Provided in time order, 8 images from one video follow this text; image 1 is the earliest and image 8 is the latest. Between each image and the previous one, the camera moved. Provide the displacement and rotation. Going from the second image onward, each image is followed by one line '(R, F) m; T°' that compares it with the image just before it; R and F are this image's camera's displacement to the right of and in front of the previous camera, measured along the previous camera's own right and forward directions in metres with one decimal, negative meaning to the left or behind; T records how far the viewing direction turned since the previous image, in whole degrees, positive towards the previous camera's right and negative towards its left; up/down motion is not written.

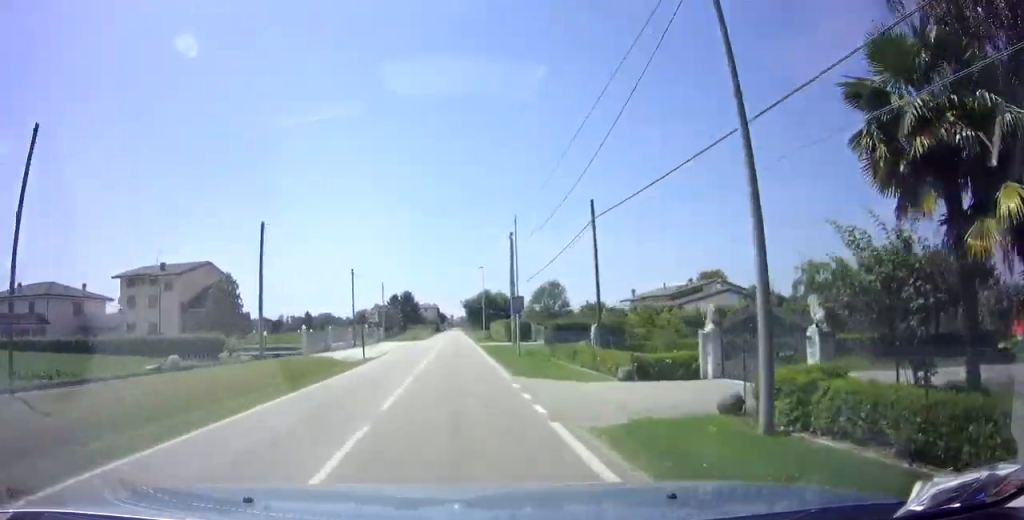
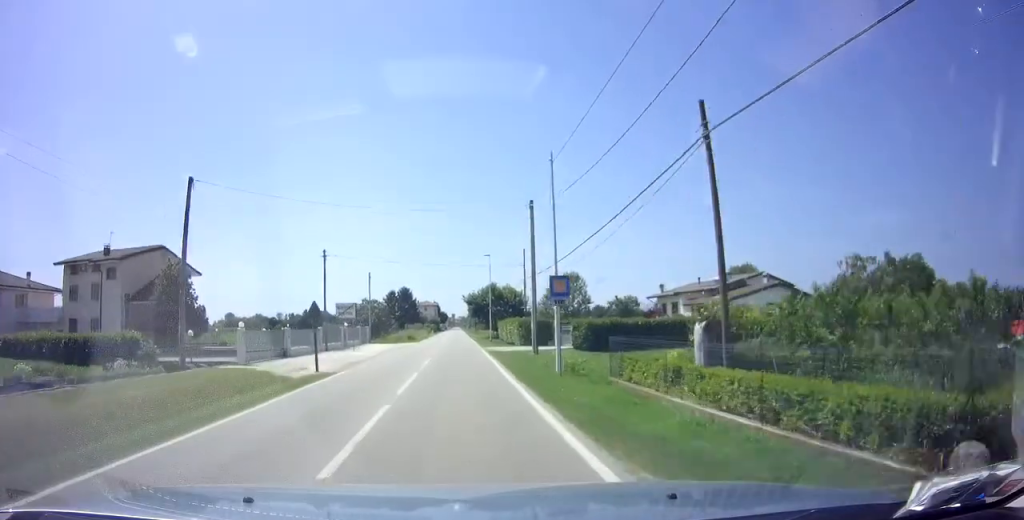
(-0.2, +10.1) m; 0°
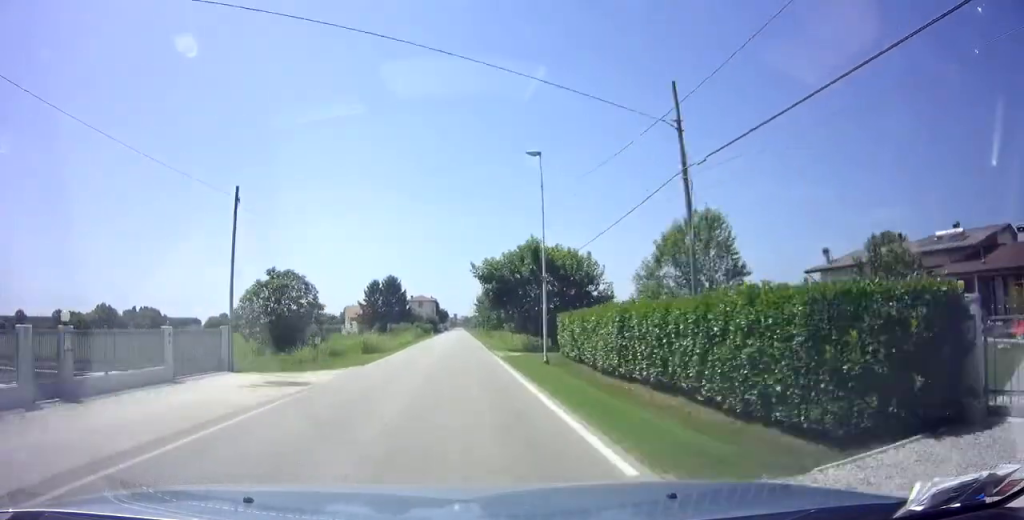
(-0.1, +32.2) m; 0°
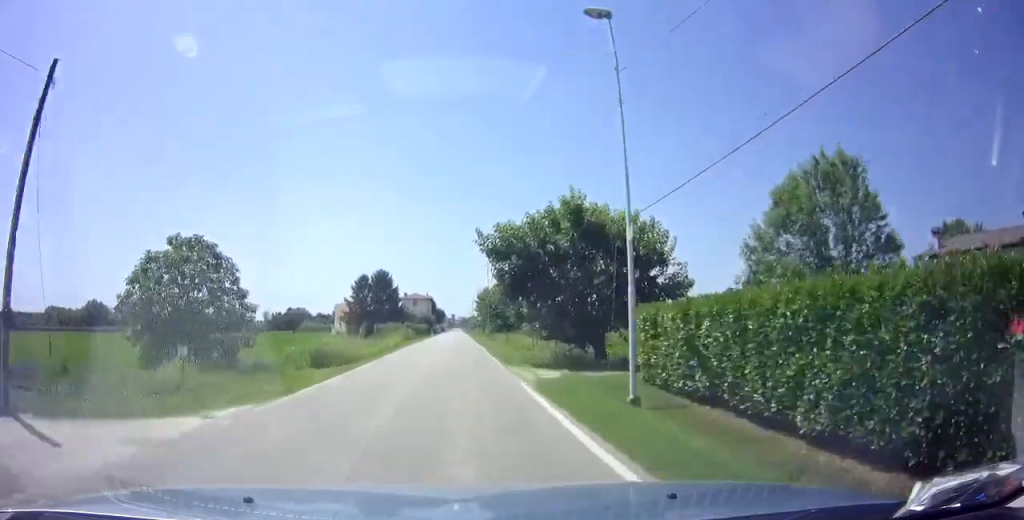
(-0.1, +10.8) m; 0°
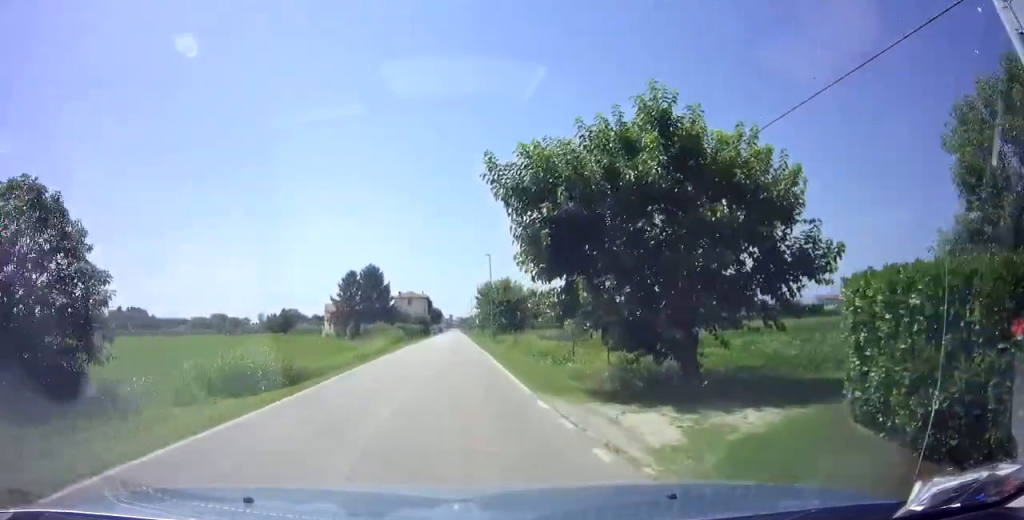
(+0.2, +8.7) m; 0°
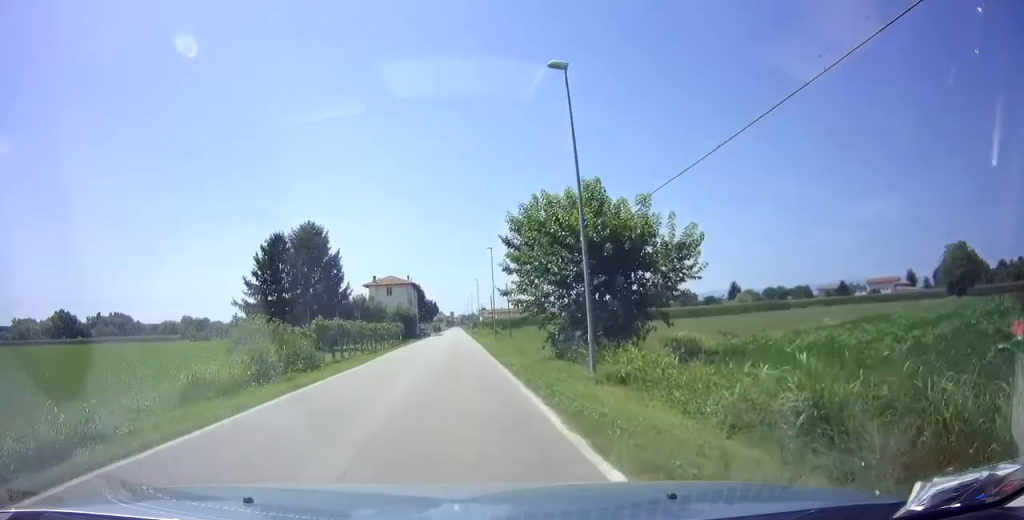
(+0.1, +36.4) m; 0°
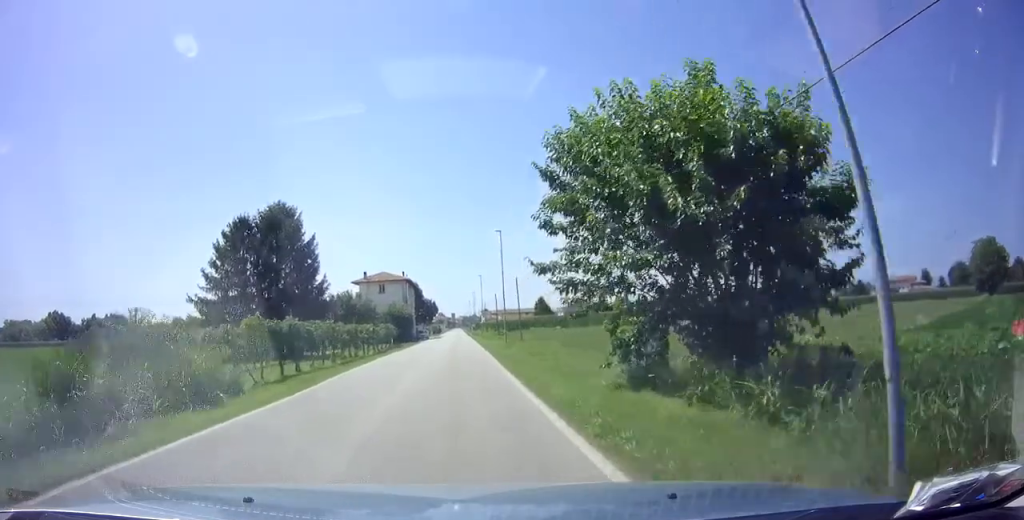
(-0.2, +9.1) m; 0°
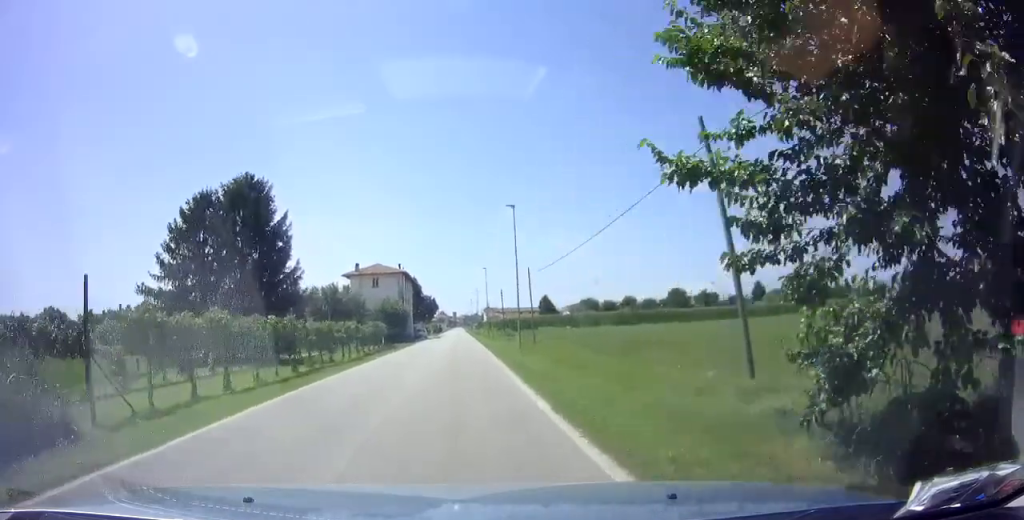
(-0.2, +7.4) m; 0°
